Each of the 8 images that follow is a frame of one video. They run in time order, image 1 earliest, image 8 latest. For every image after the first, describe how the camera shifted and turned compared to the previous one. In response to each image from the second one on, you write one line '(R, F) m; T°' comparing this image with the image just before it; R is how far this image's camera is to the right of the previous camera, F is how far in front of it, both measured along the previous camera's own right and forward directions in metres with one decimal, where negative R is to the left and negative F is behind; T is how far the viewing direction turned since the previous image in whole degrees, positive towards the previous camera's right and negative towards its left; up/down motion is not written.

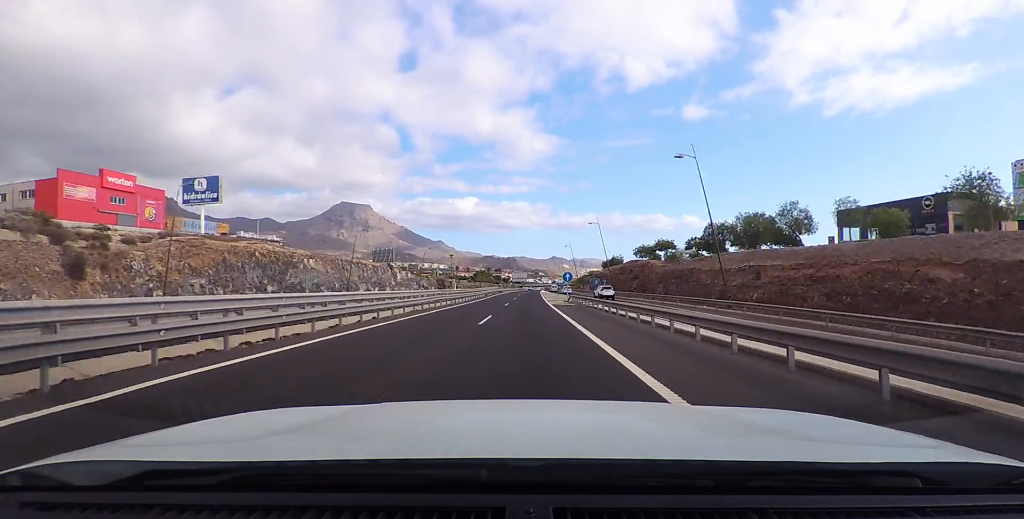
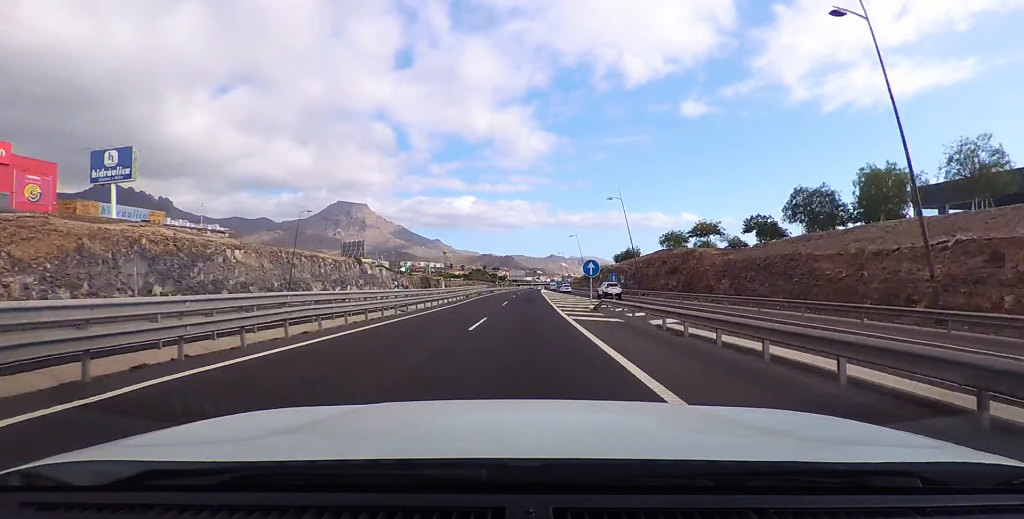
(+0.7, +19.0) m; +1°
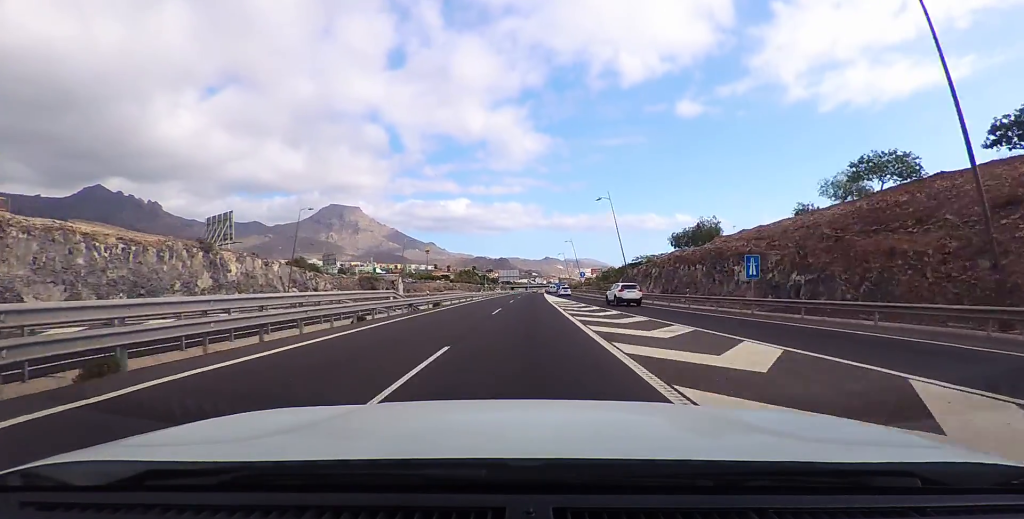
(+0.9, +42.2) m; +3°
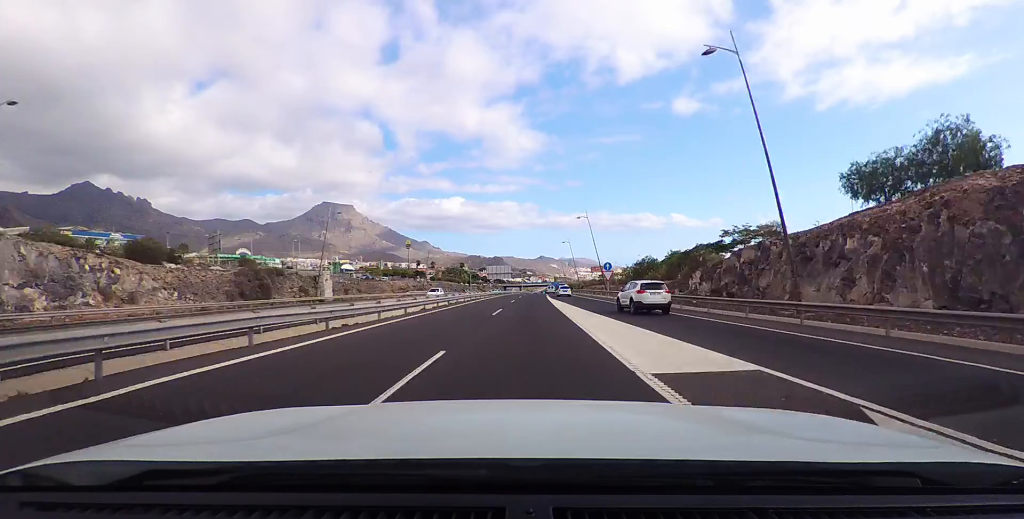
(+0.1, +33.8) m; 0°
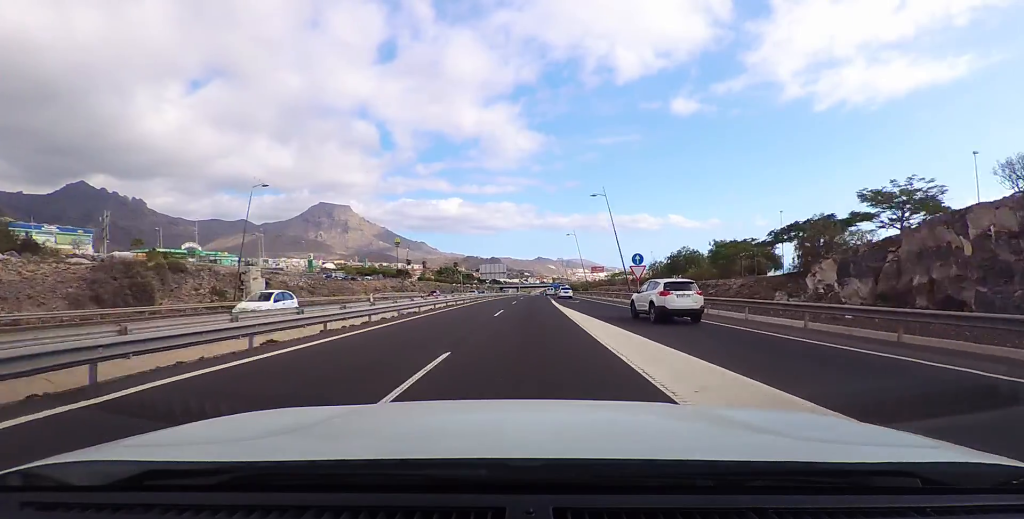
(-0.2, +16.8) m; 0°
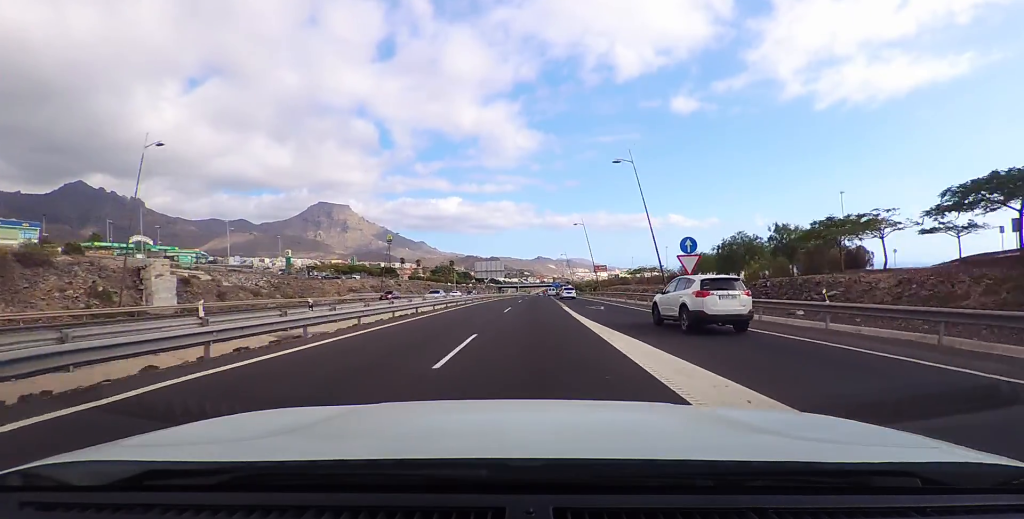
(+0.5, +13.3) m; 0°
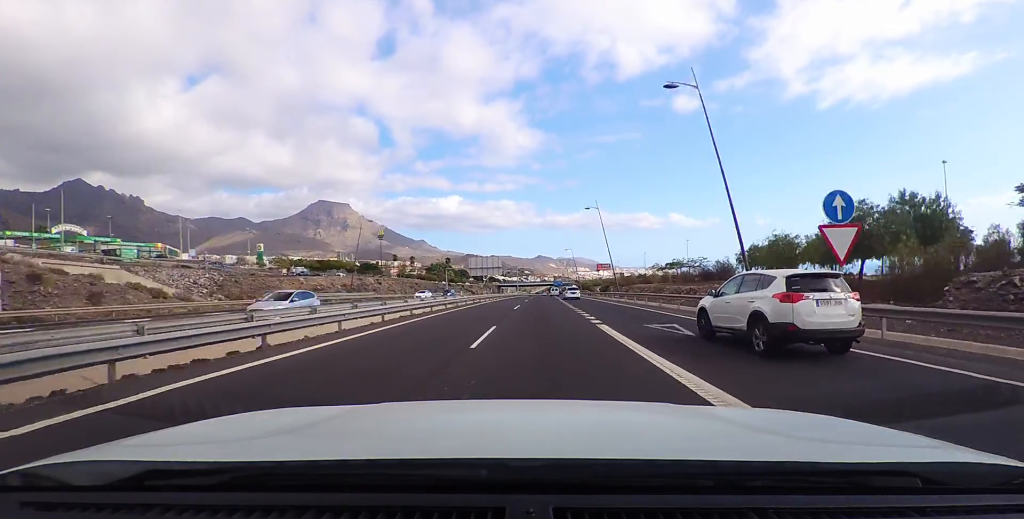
(0.0, +14.2) m; 0°
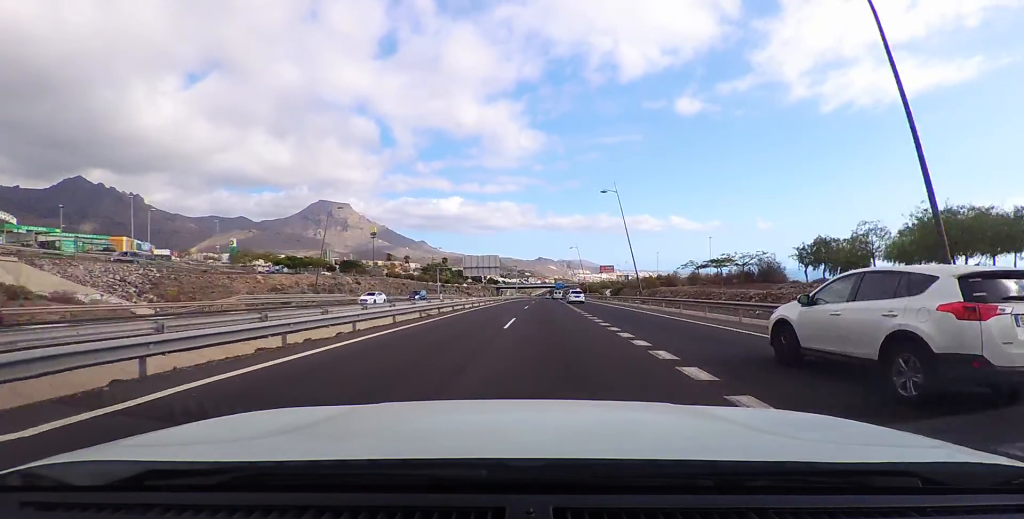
(-0.5, +11.6) m; 0°
